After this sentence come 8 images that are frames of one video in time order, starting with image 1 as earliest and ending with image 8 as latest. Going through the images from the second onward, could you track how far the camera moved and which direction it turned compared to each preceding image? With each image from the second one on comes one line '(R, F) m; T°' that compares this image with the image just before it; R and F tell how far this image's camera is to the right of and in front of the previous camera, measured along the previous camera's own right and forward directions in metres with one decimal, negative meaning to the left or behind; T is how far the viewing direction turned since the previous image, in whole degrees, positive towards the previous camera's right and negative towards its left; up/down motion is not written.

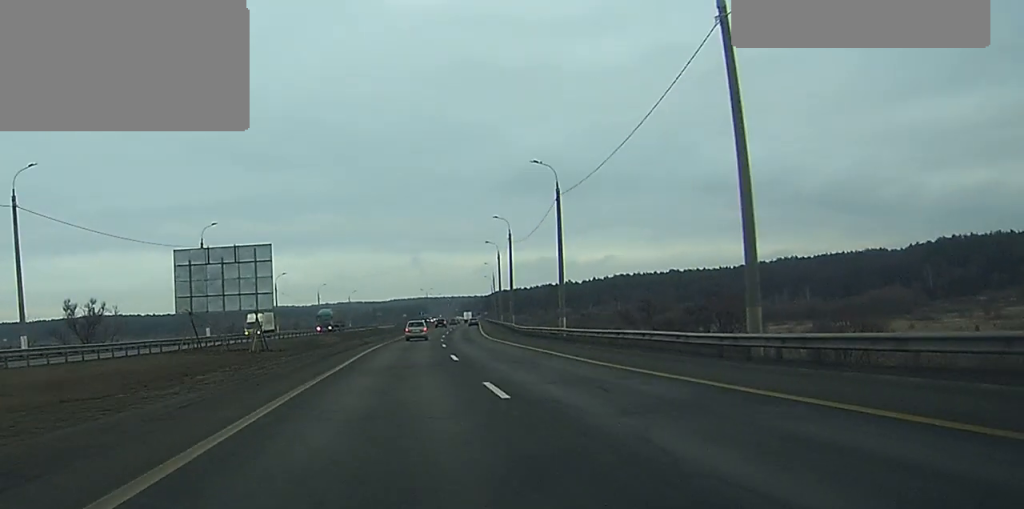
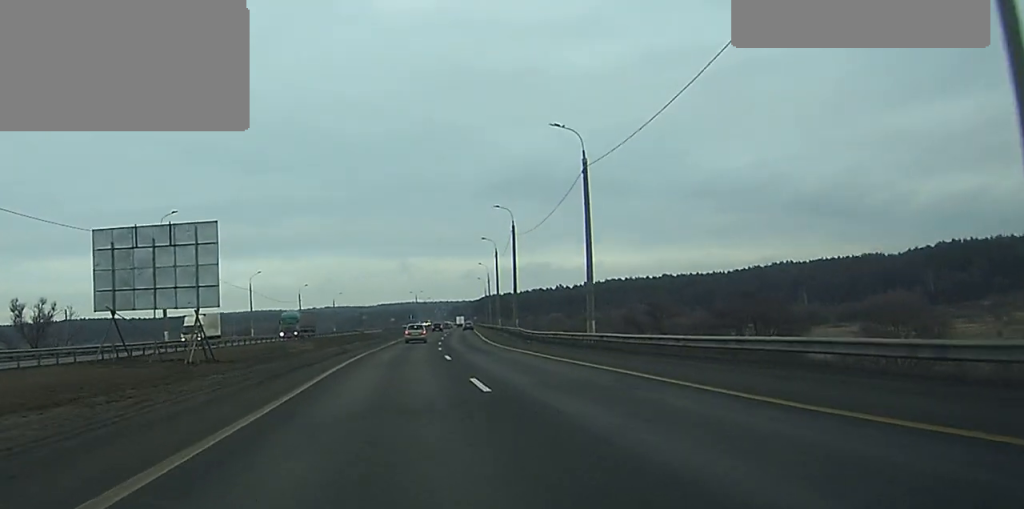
(+0.2, +13.1) m; +1°
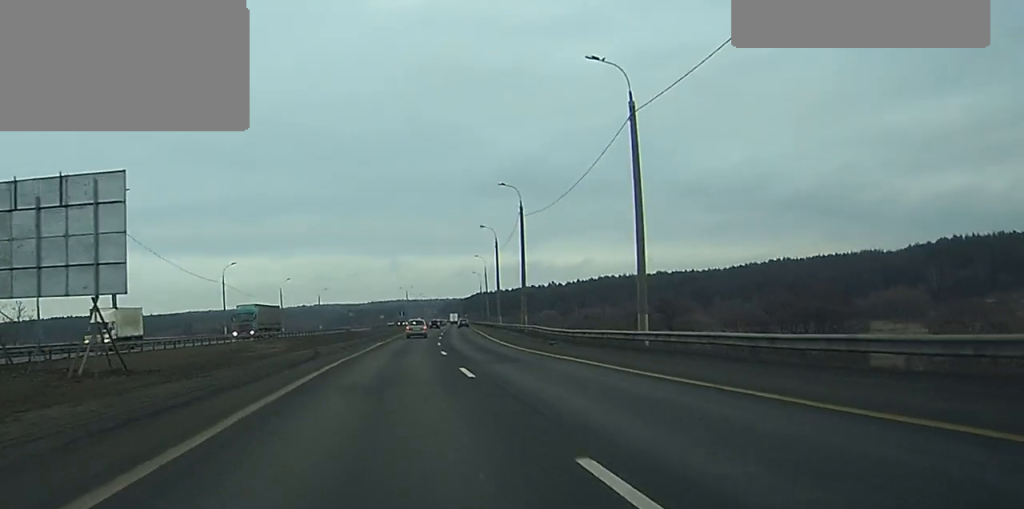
(+0.1, +13.1) m; 0°
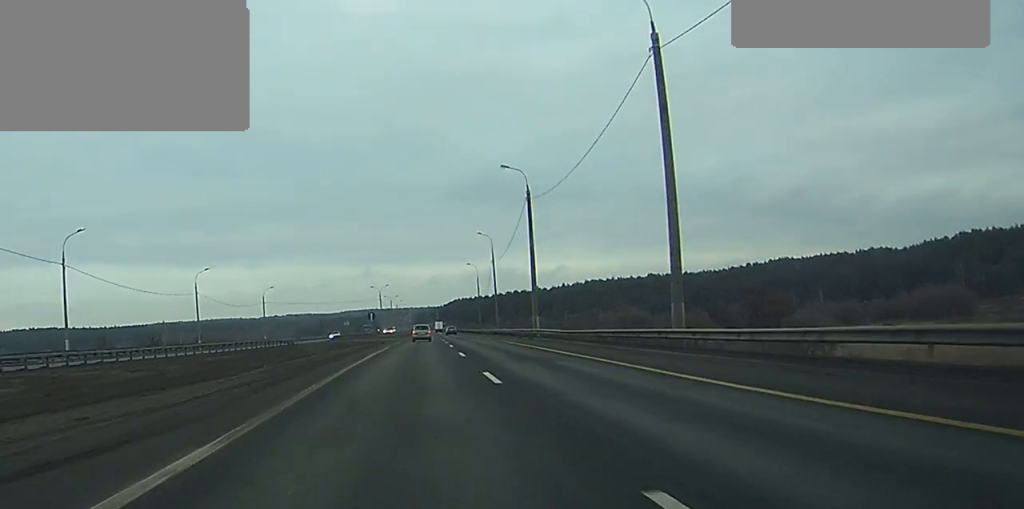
(+0.5, +49.5) m; +2°
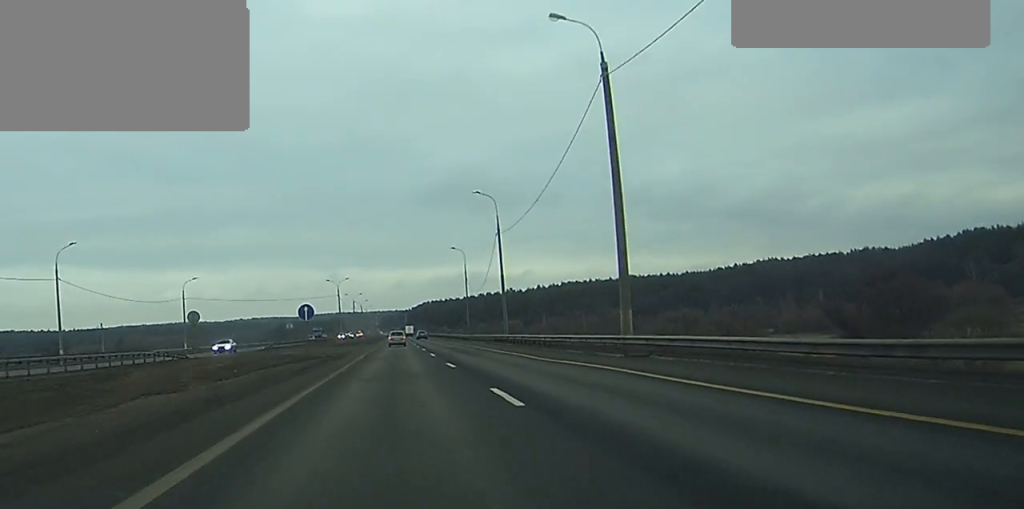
(+0.8, +36.5) m; +2°
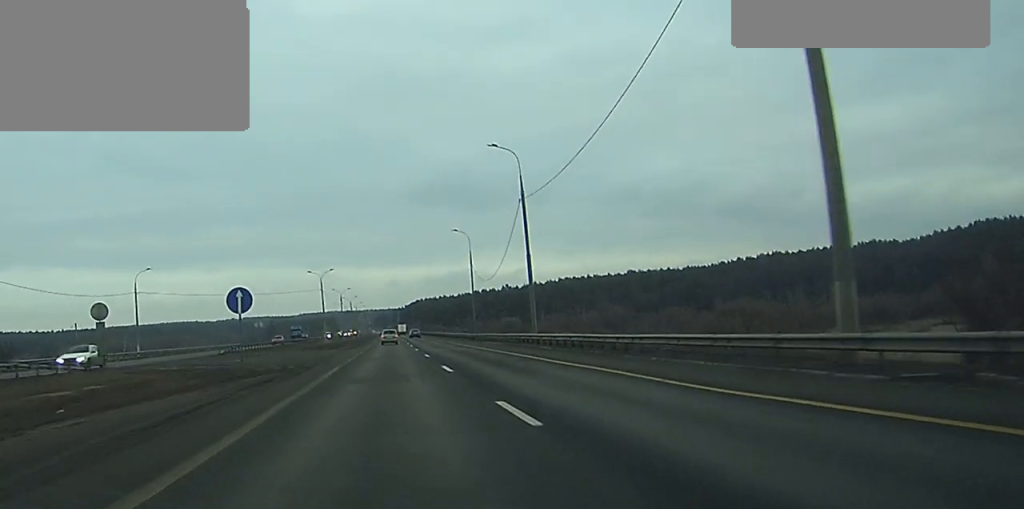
(+0.1, +19.1) m; +1°
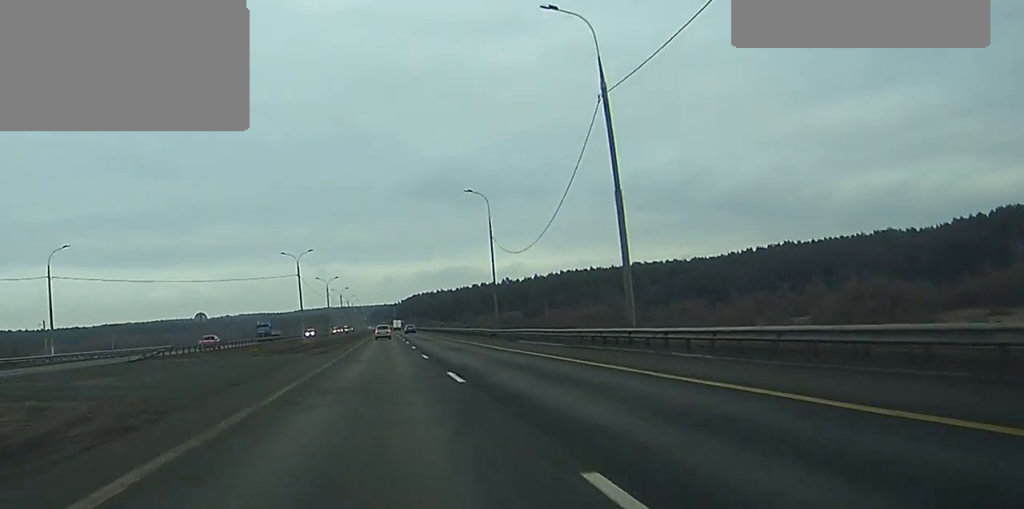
(+0.2, +24.0) m; 0°
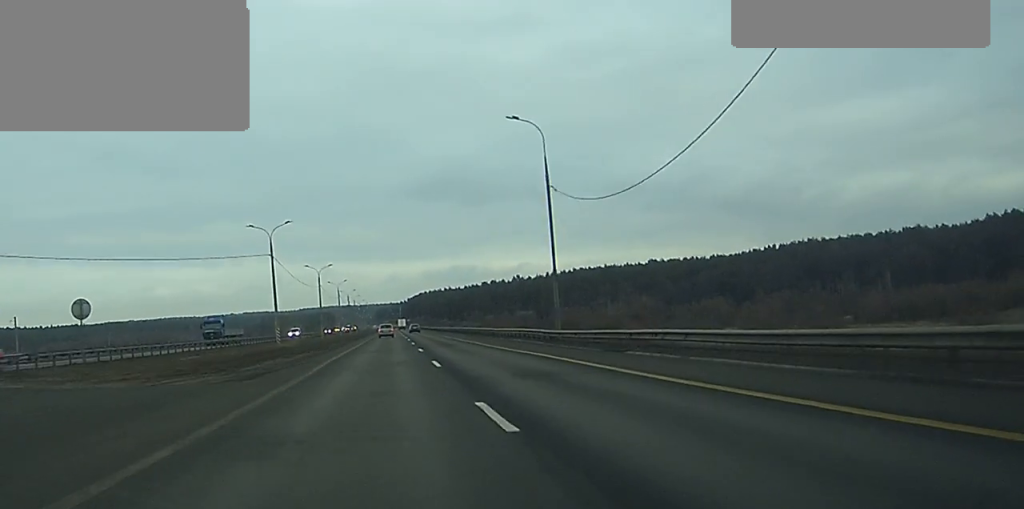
(0.0, +24.9) m; 0°
